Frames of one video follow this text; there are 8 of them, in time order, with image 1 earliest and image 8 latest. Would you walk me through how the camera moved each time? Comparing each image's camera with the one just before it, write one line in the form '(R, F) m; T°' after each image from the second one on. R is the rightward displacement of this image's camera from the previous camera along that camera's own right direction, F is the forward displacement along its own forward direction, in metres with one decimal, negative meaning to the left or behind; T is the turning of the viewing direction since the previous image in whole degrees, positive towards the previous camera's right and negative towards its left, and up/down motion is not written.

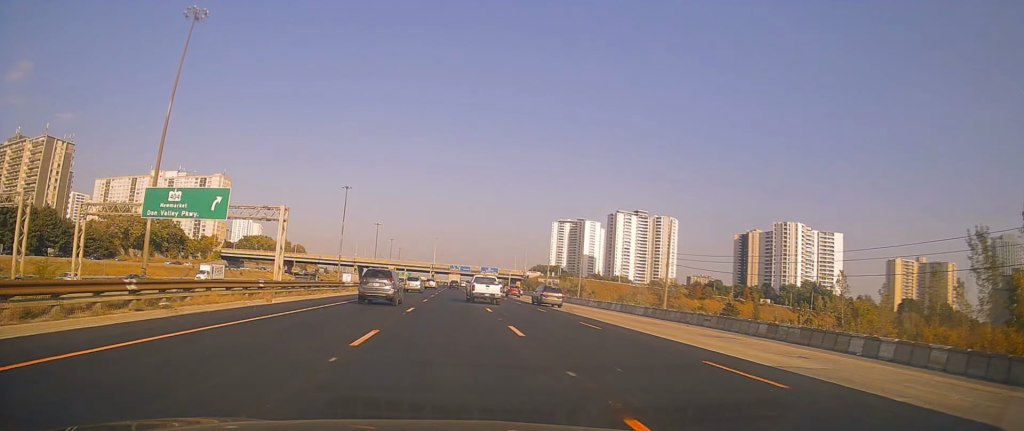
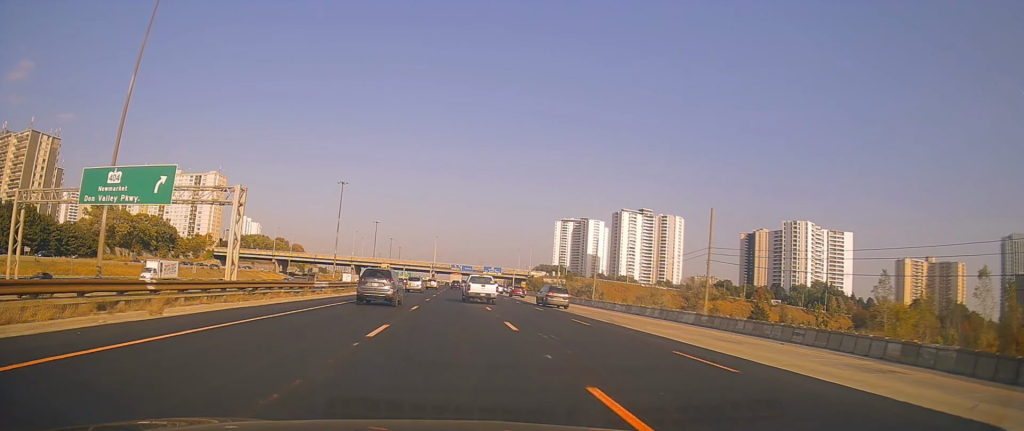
(0.0, +10.3) m; 0°
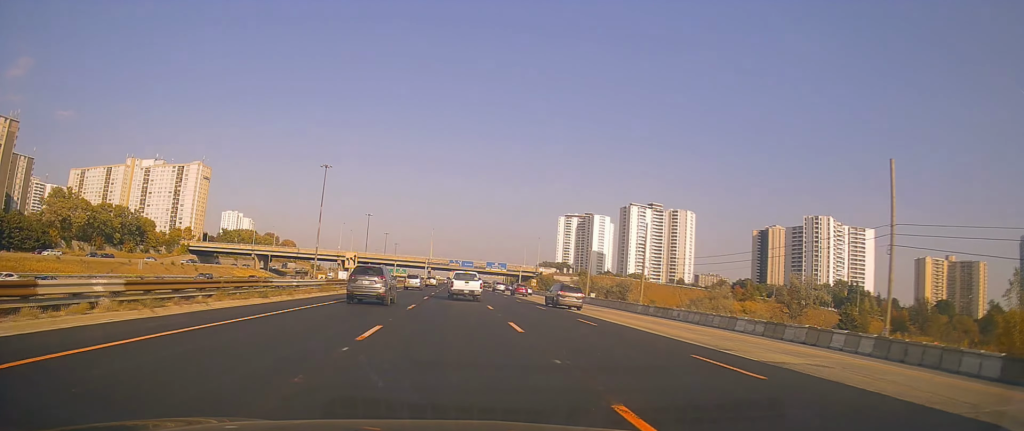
(0.0, +25.3) m; 0°
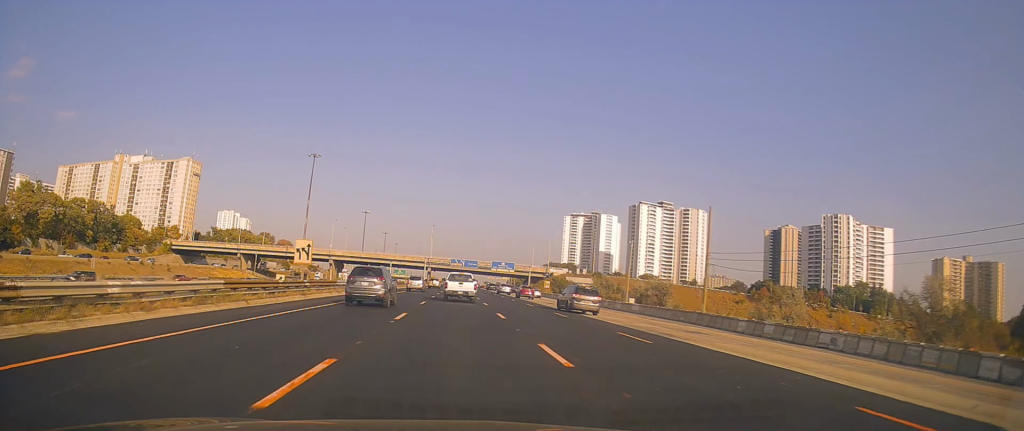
(0.0, +18.1) m; 0°
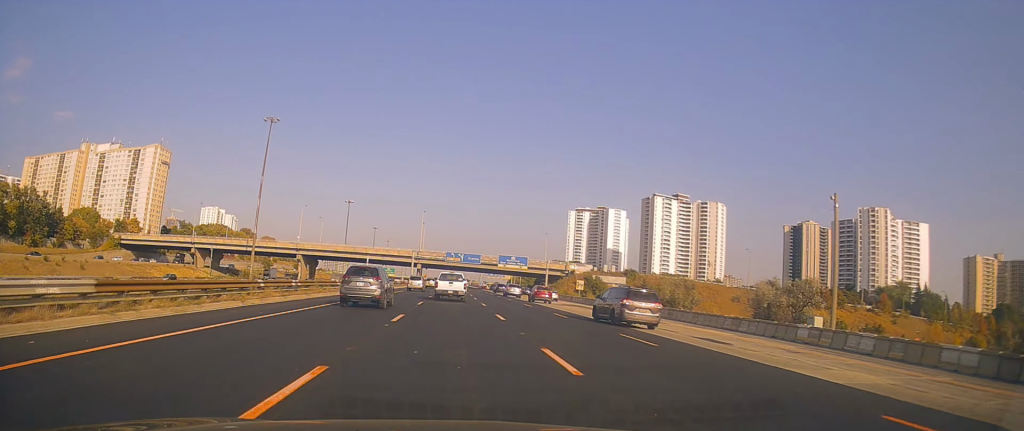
(0.0, +37.3) m; 0°
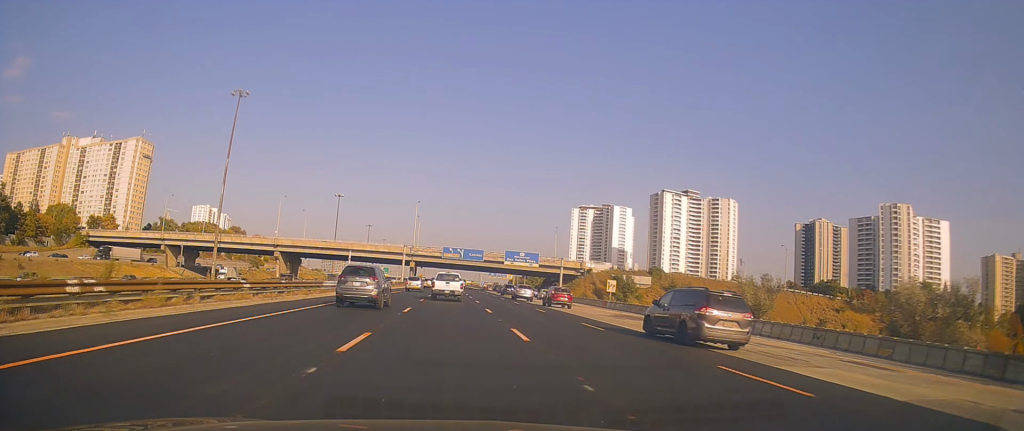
(0.0, +19.2) m; 0°
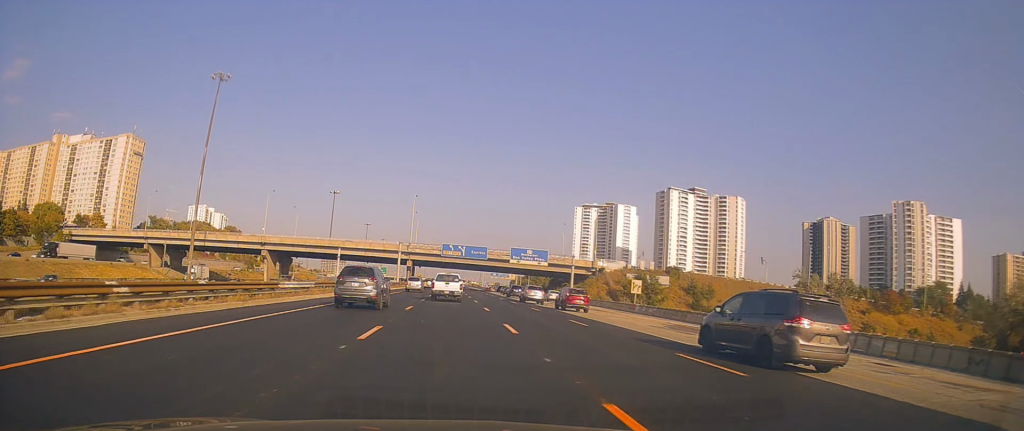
(-0.1, +10.1) m; +1°
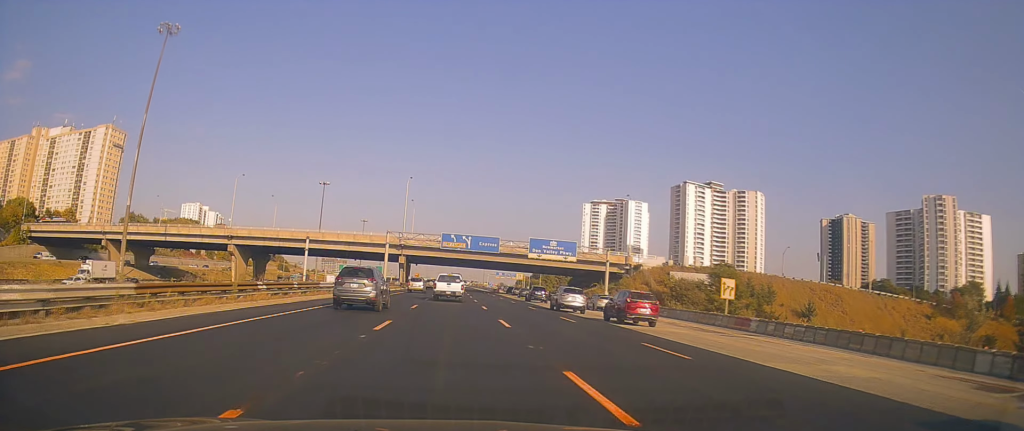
(+0.3, +21.7) m; 0°
